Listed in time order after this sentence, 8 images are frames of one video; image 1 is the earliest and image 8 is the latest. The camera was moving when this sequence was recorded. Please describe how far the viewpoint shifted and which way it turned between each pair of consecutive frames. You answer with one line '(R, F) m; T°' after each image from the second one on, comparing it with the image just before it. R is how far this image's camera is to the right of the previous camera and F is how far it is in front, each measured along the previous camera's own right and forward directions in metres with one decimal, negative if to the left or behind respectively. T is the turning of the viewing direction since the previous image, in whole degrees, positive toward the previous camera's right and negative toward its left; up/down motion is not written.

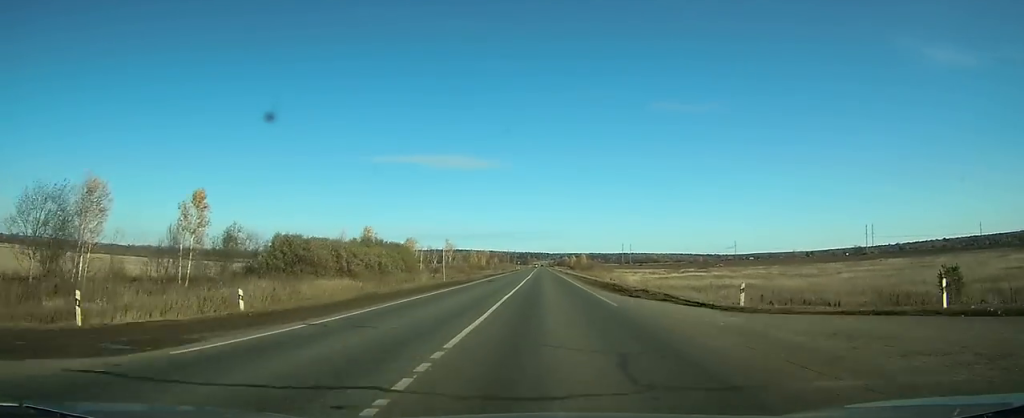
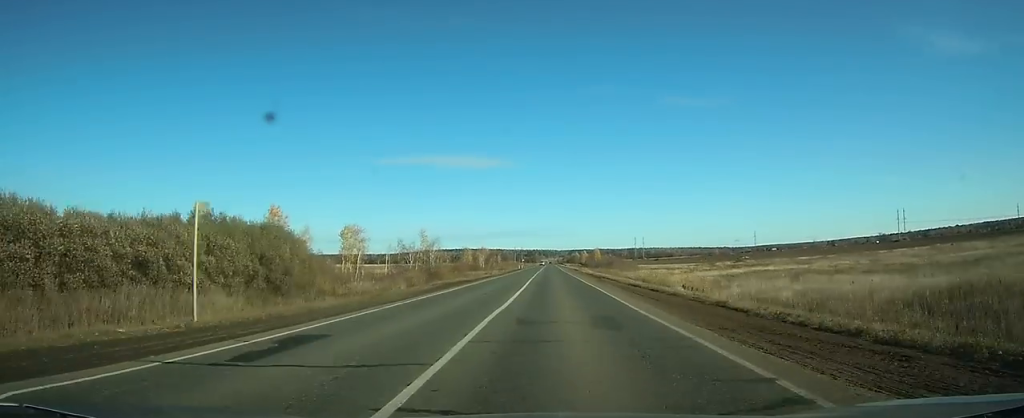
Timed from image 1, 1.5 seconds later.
(-0.3, +36.8) m; -1°
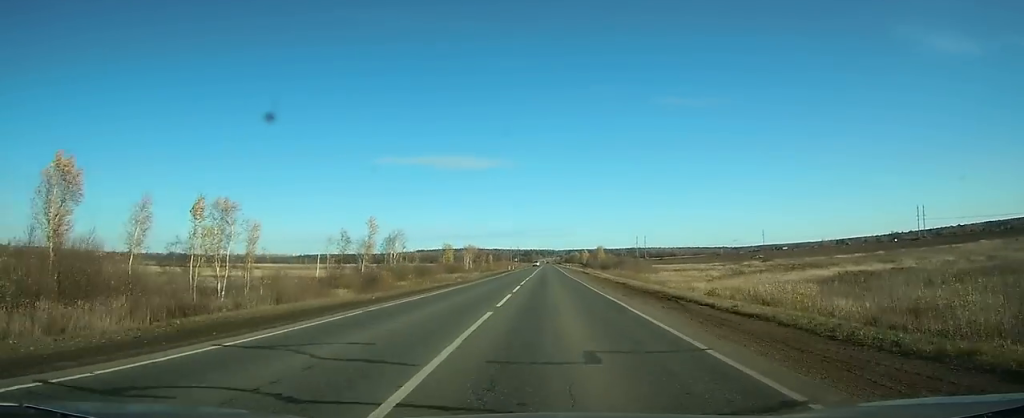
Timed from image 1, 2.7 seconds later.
(-0.3, +30.2) m; 0°
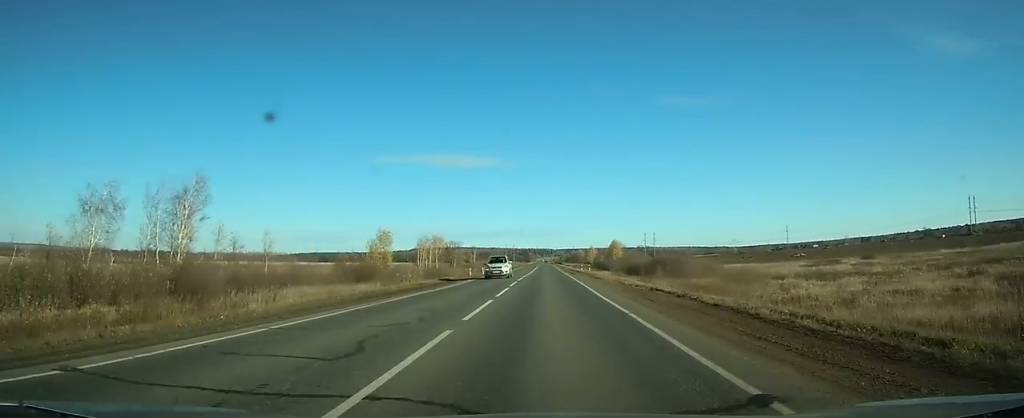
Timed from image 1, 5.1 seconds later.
(0.0, +60.6) m; 0°
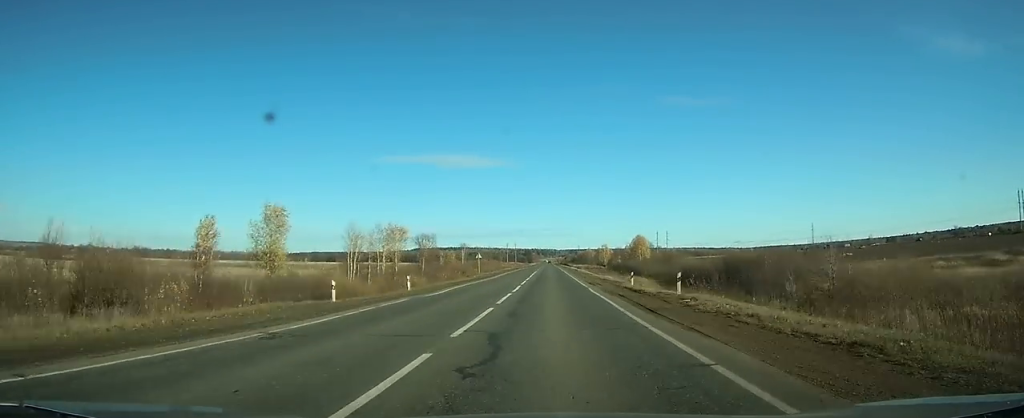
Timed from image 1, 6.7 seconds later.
(0.0, +42.3) m; 0°
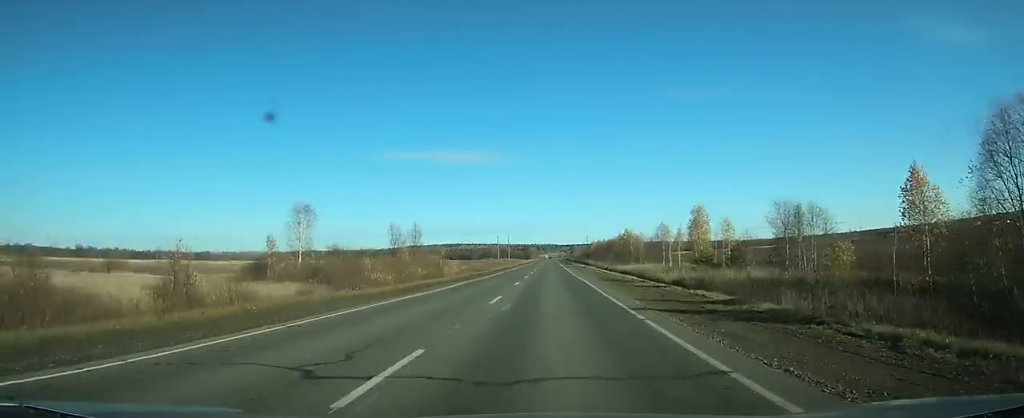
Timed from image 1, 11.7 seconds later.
(-0.2, +128.9) m; 0°
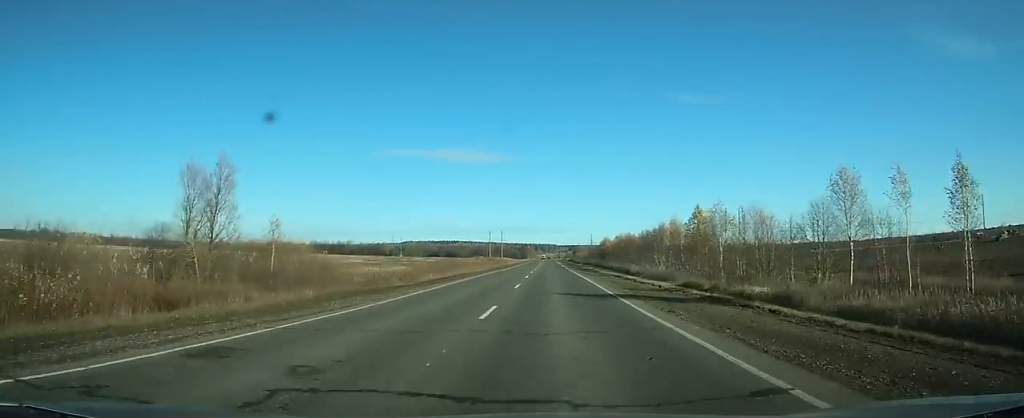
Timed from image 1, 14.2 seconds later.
(+0.2, +64.5) m; 0°
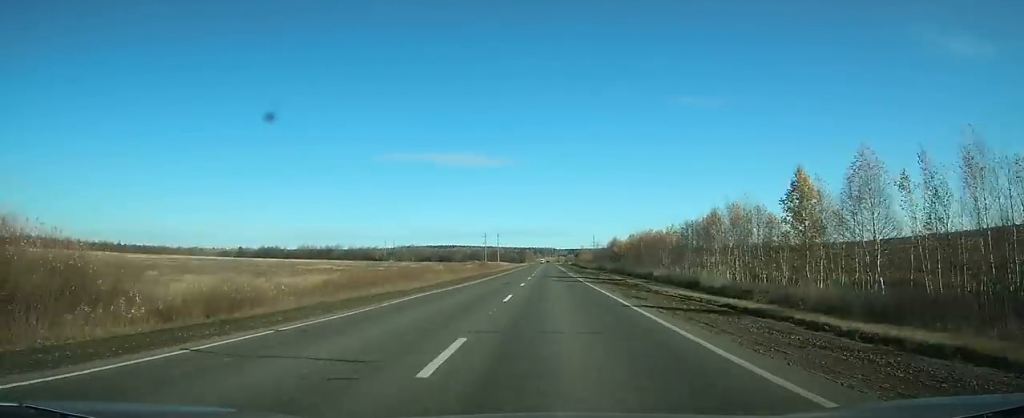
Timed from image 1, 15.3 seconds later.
(0.0, +29.8) m; 0°
